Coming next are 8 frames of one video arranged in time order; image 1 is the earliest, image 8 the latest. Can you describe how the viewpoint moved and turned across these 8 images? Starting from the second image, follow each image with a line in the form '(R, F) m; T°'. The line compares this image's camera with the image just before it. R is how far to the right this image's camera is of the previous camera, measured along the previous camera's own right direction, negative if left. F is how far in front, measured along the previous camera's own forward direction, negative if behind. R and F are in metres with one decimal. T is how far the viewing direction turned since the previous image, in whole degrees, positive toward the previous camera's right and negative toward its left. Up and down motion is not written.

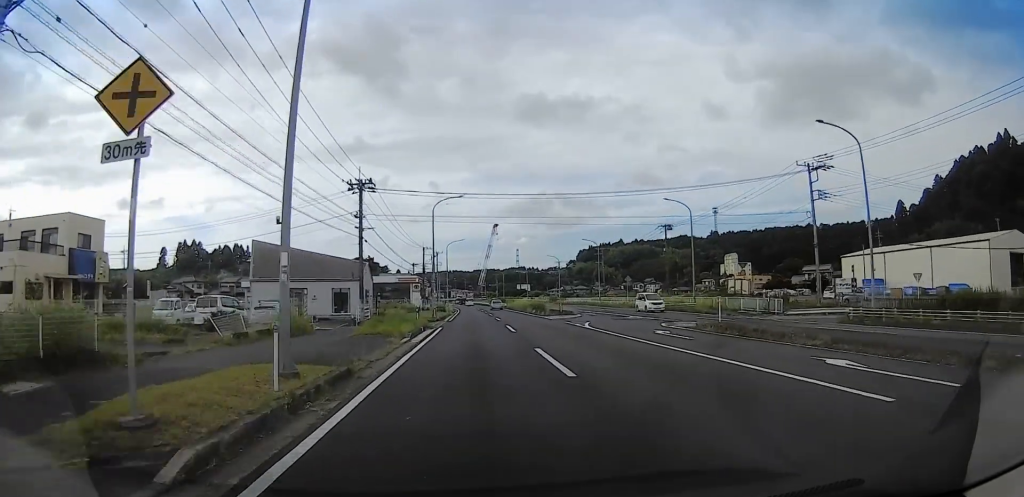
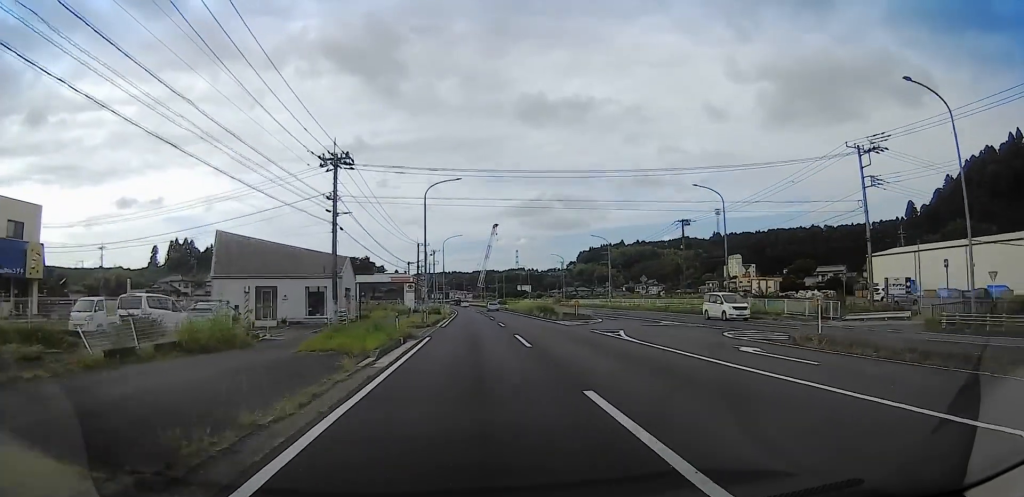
(-0.3, +7.6) m; 0°
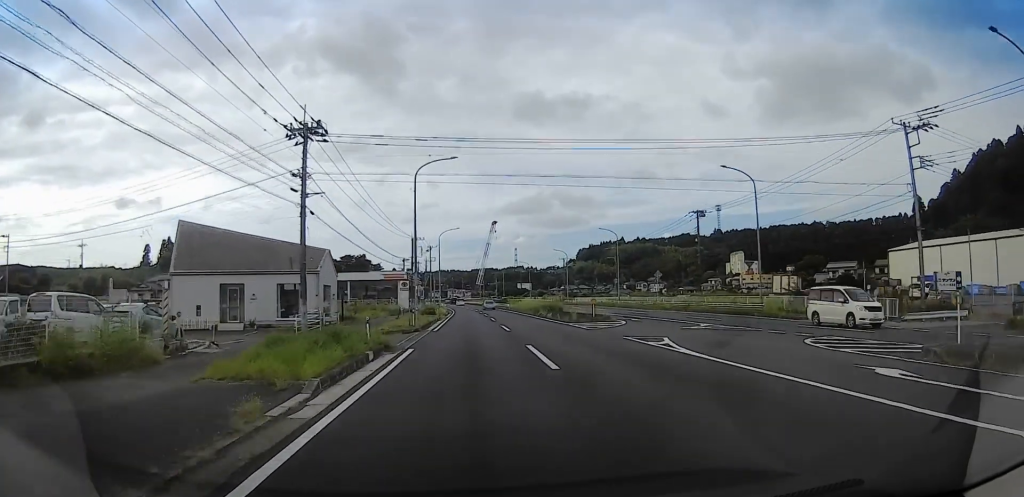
(+0.4, +6.0) m; +1°
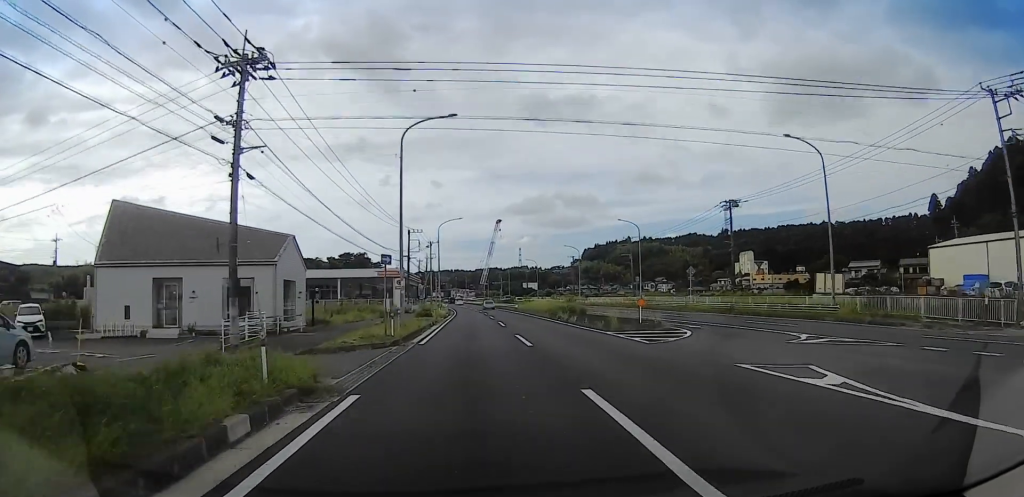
(+0.3, +9.0) m; +1°
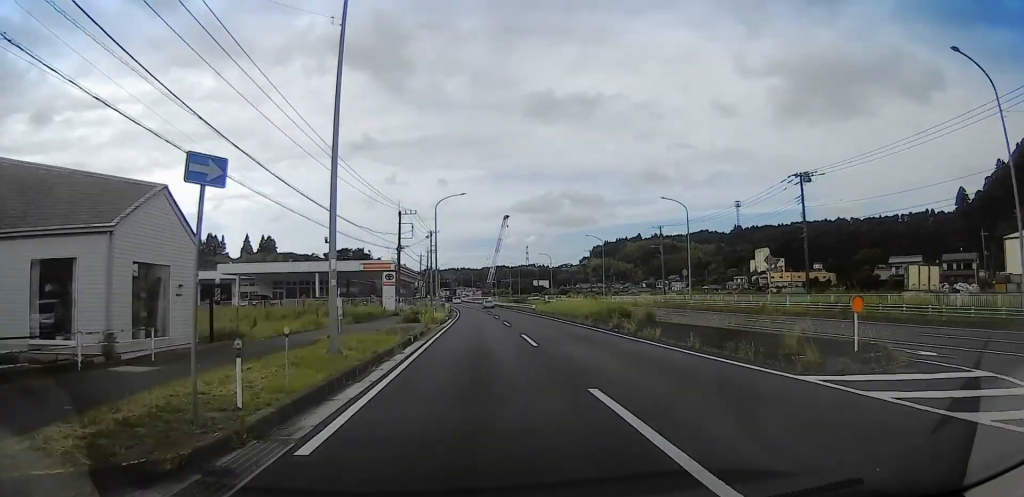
(0.0, +14.1) m; -4°
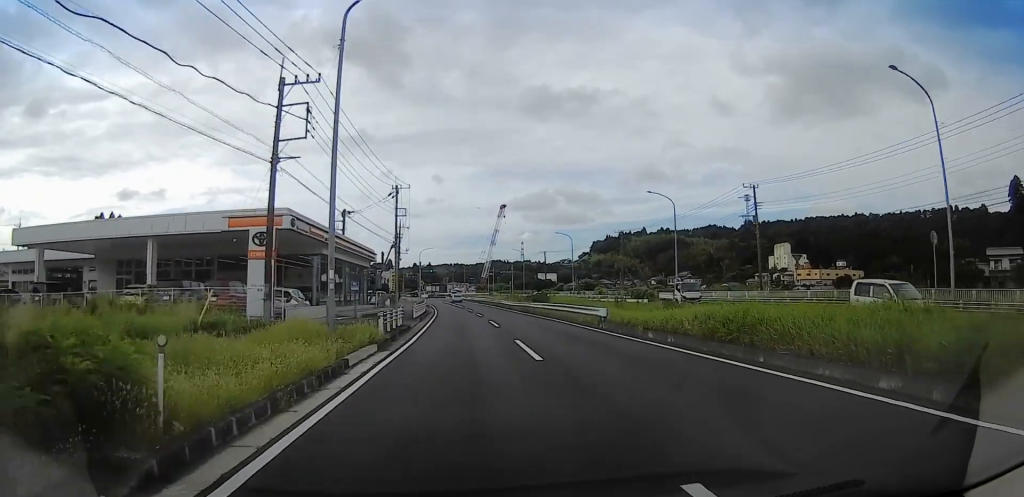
(-1.5, +34.6) m; 0°
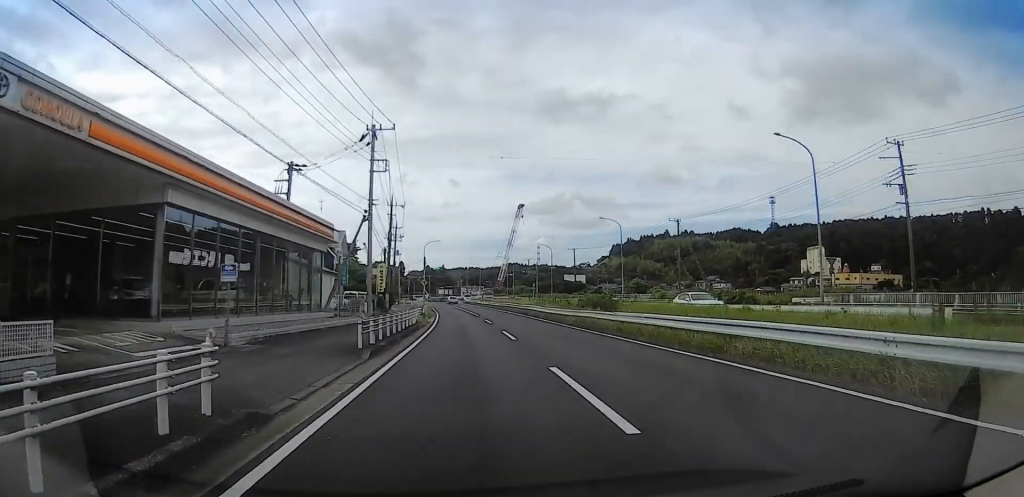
(0.0, +21.5) m; 0°
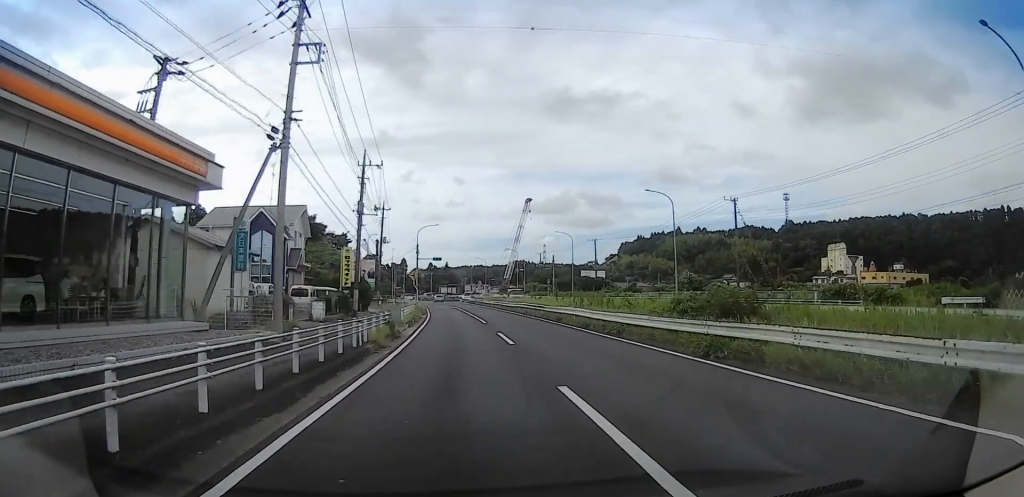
(+0.5, +17.4) m; 0°
